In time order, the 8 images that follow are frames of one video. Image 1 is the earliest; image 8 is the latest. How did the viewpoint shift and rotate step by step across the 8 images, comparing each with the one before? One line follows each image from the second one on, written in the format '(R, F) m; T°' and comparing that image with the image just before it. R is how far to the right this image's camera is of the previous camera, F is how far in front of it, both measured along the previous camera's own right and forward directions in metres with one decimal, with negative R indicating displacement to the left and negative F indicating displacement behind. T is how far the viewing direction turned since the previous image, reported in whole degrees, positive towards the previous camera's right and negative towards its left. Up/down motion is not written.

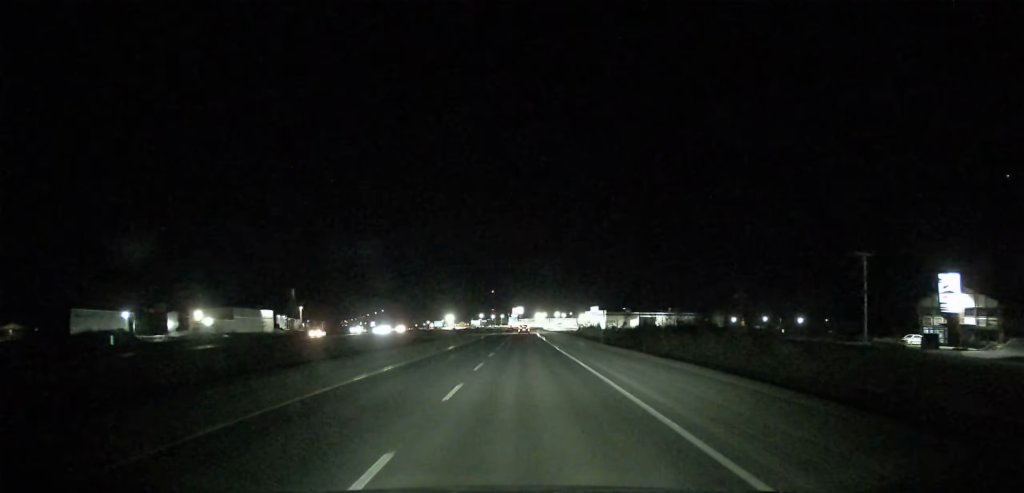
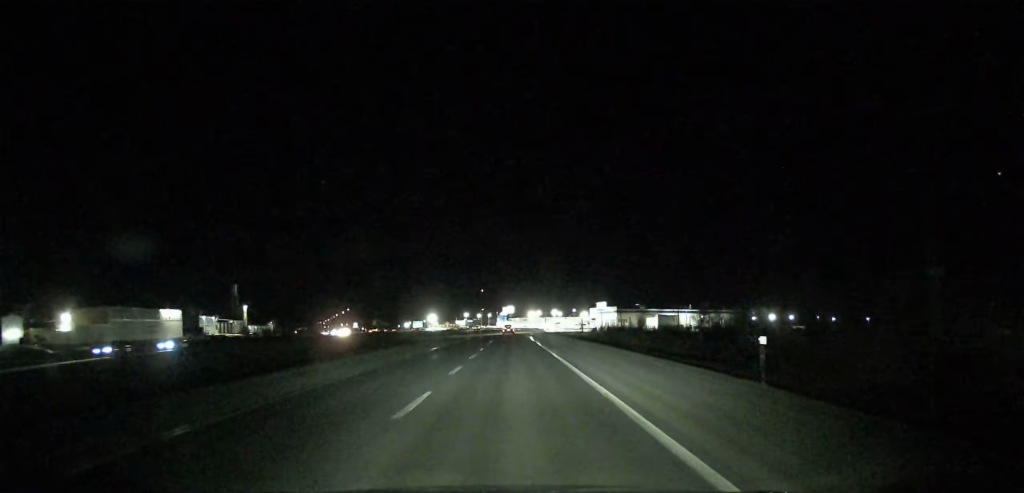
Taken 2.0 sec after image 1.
(+1.2, +62.4) m; -1°
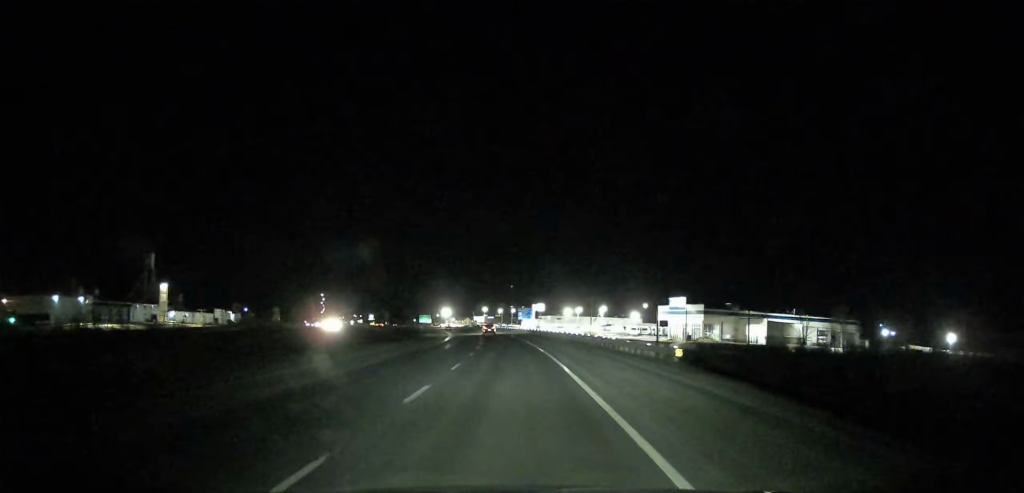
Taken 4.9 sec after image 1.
(-2.5, +92.6) m; -3°
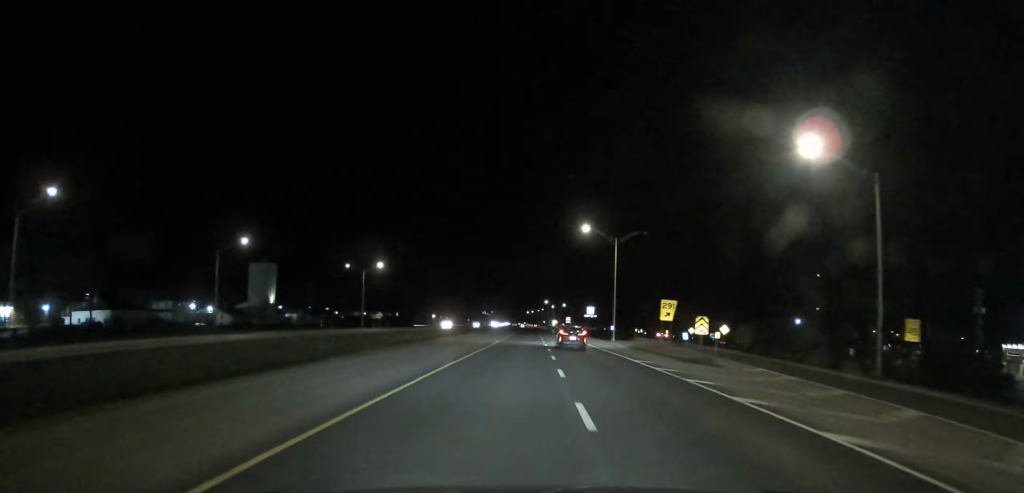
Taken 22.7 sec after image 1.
(-104.1, +577.5) m; -14°
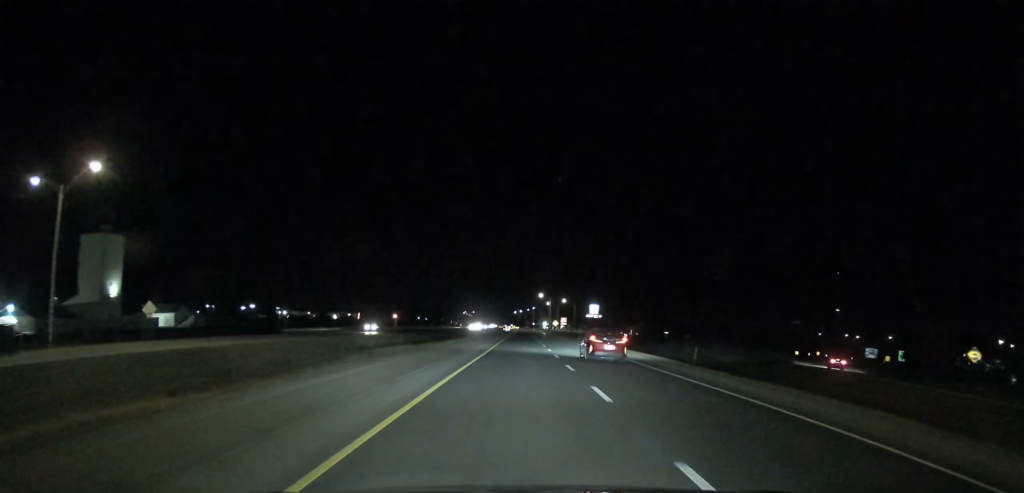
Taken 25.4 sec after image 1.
(+0.7, +94.9) m; 0°
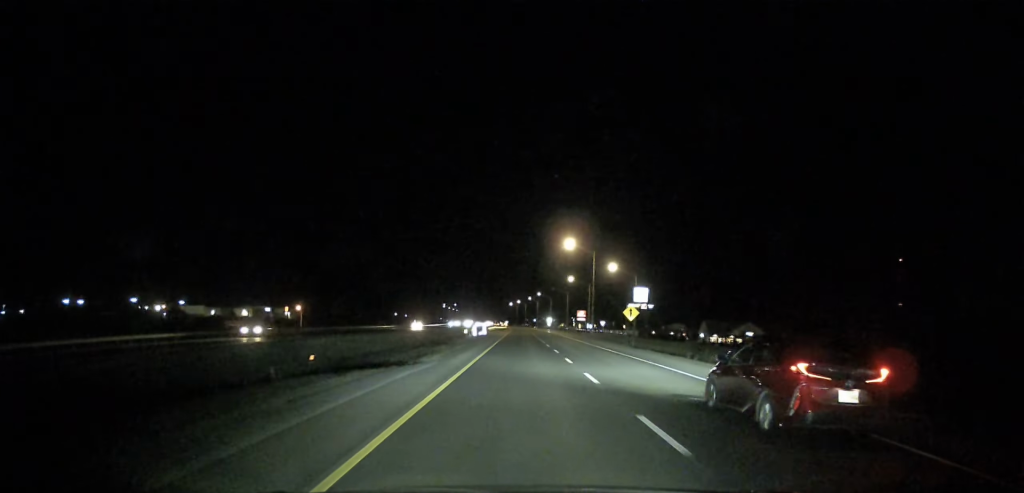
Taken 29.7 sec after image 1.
(+0.6, +147.3) m; 0°
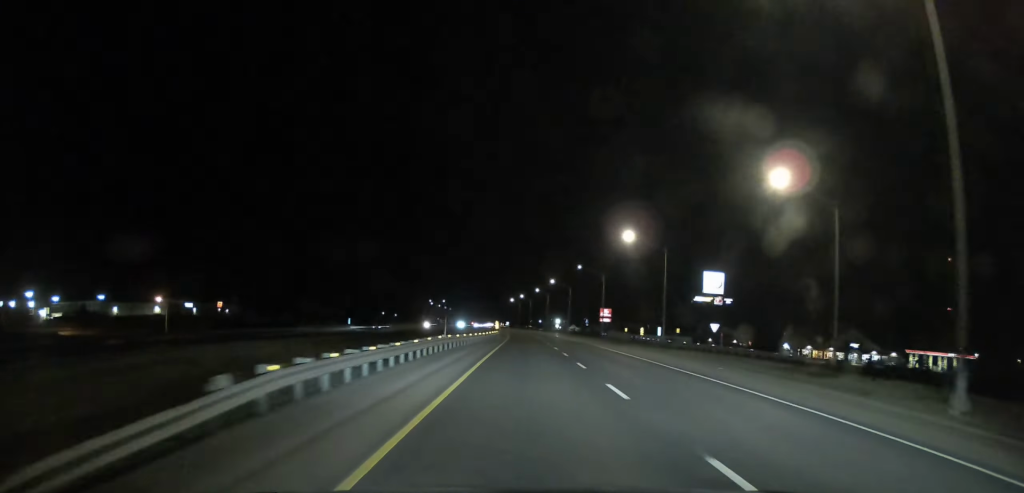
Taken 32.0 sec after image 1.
(+0.6, +81.3) m; -1°
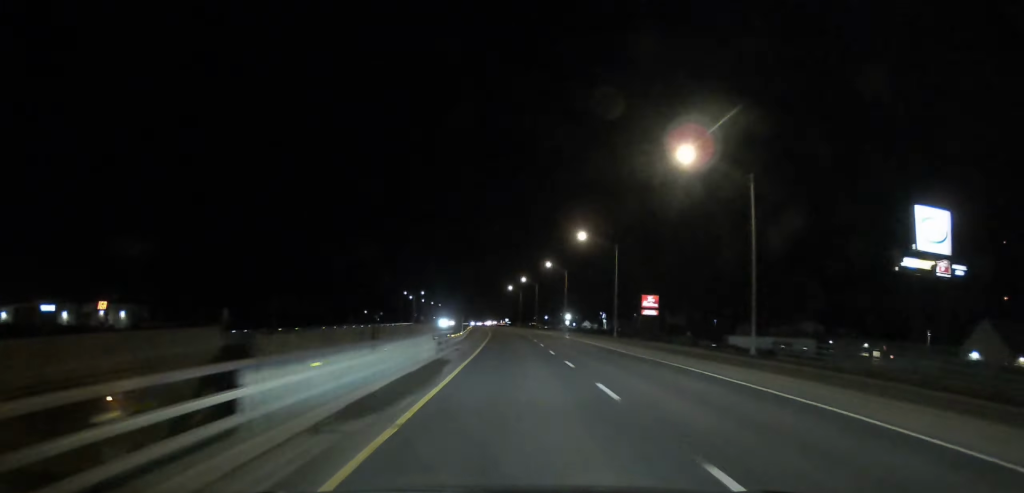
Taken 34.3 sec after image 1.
(-0.7, +81.3) m; -1°
